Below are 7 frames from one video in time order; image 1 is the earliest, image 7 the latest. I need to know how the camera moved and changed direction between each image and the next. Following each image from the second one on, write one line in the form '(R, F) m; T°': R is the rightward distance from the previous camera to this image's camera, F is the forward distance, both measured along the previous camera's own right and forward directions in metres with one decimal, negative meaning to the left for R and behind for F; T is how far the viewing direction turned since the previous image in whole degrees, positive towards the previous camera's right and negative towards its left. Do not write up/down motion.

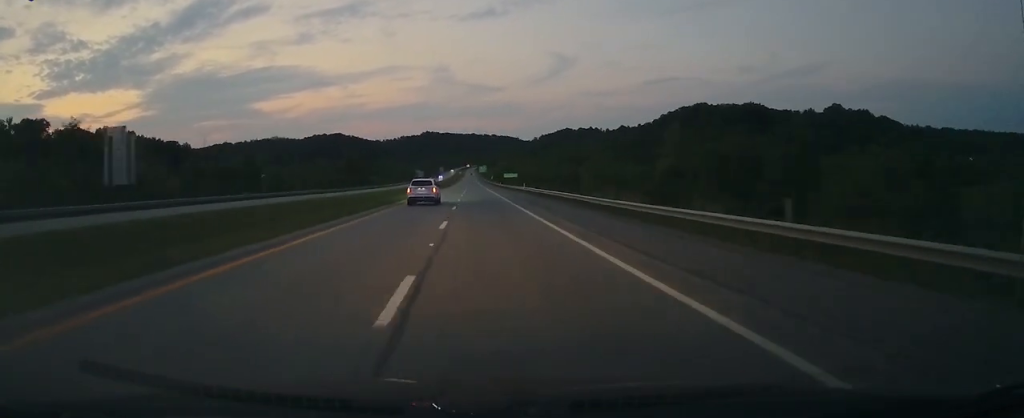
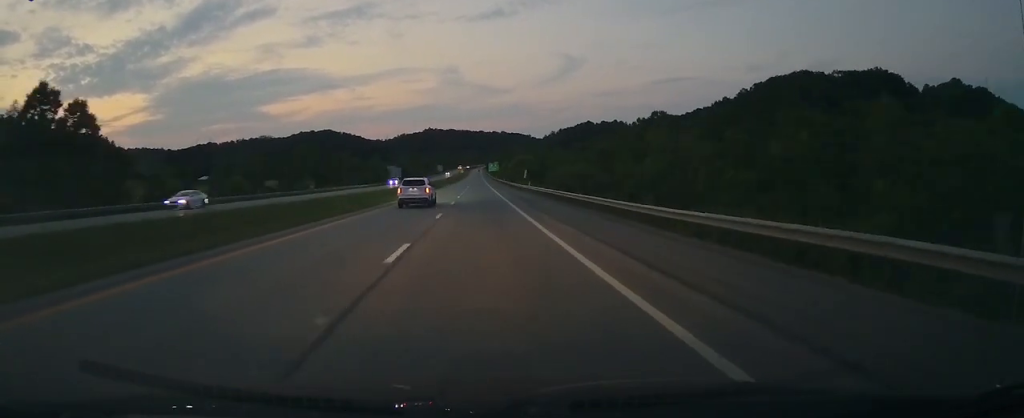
(-0.5, +148.5) m; 0°
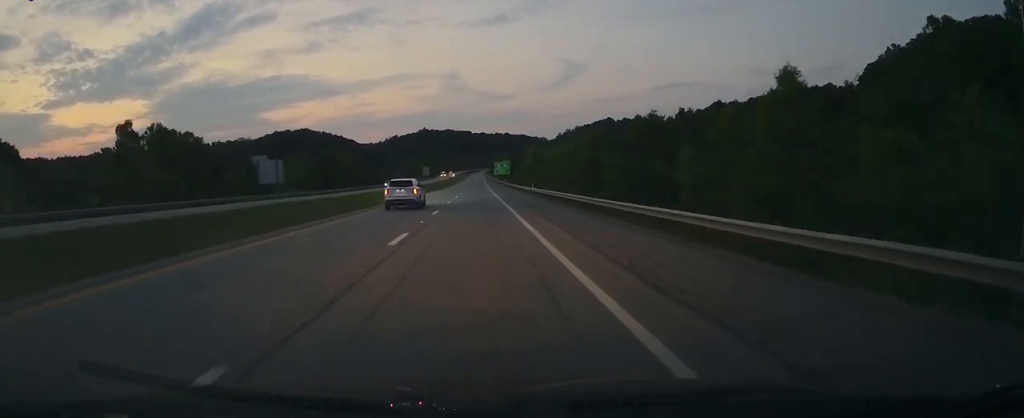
(-0.6, +138.5) m; 0°
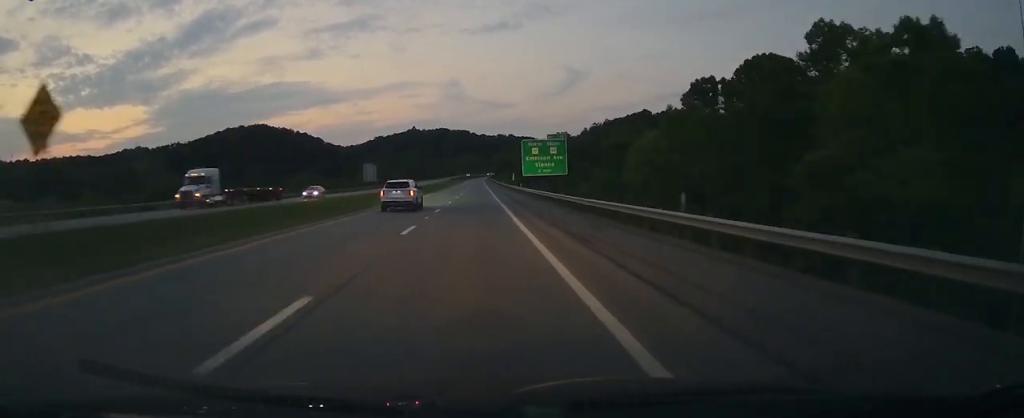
(+0.1, +165.0) m; 0°
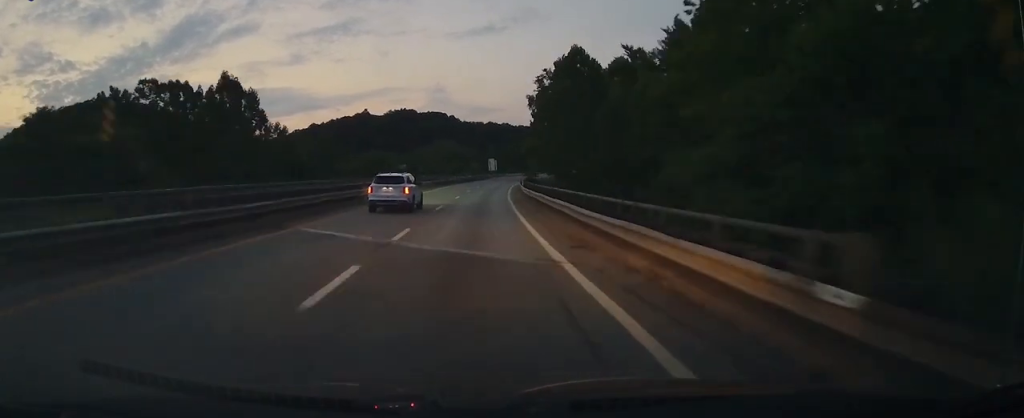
(+5.0, +259.0) m; +5°
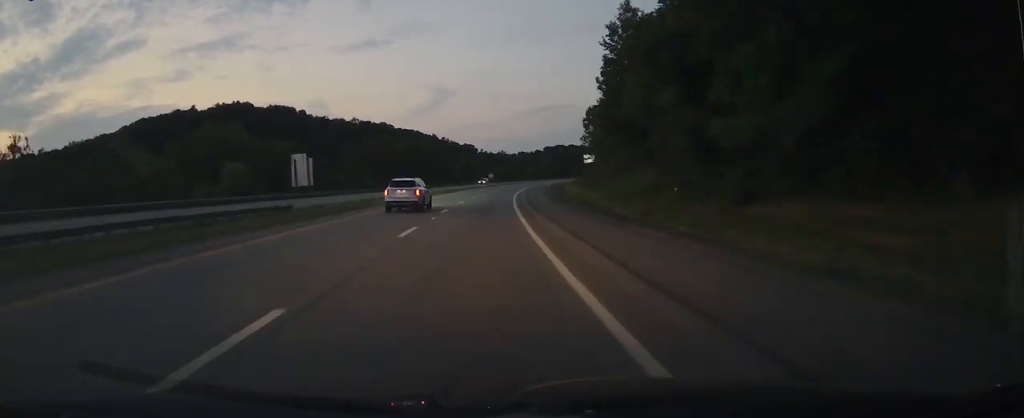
(+13.4, +178.5) m; +12°
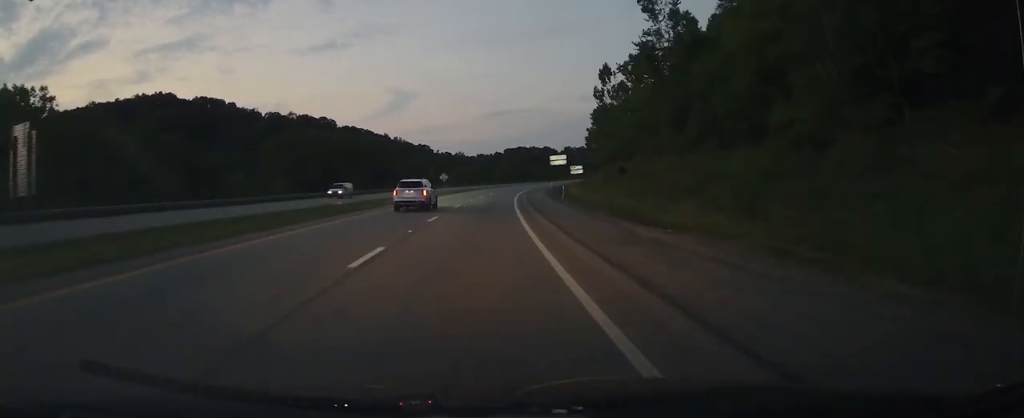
(+0.7, +56.2) m; +5°
